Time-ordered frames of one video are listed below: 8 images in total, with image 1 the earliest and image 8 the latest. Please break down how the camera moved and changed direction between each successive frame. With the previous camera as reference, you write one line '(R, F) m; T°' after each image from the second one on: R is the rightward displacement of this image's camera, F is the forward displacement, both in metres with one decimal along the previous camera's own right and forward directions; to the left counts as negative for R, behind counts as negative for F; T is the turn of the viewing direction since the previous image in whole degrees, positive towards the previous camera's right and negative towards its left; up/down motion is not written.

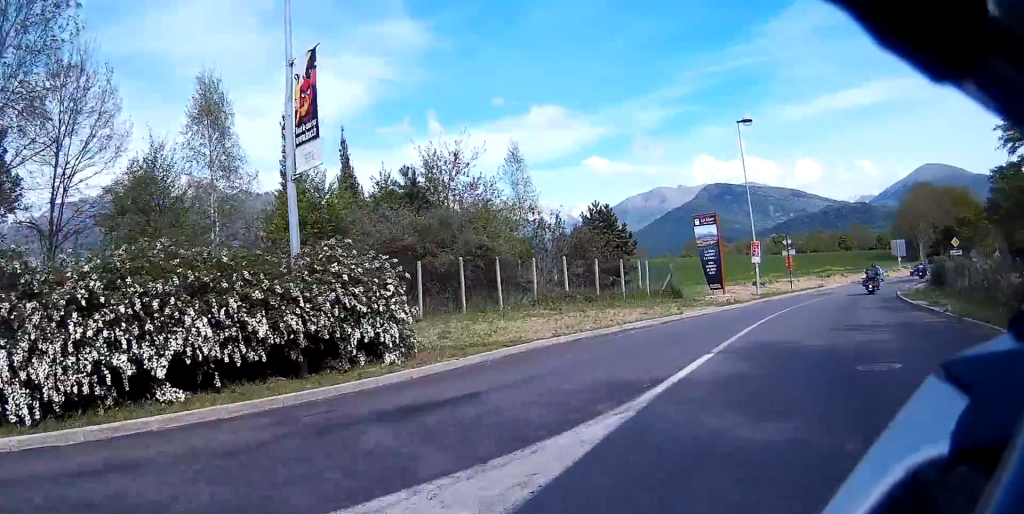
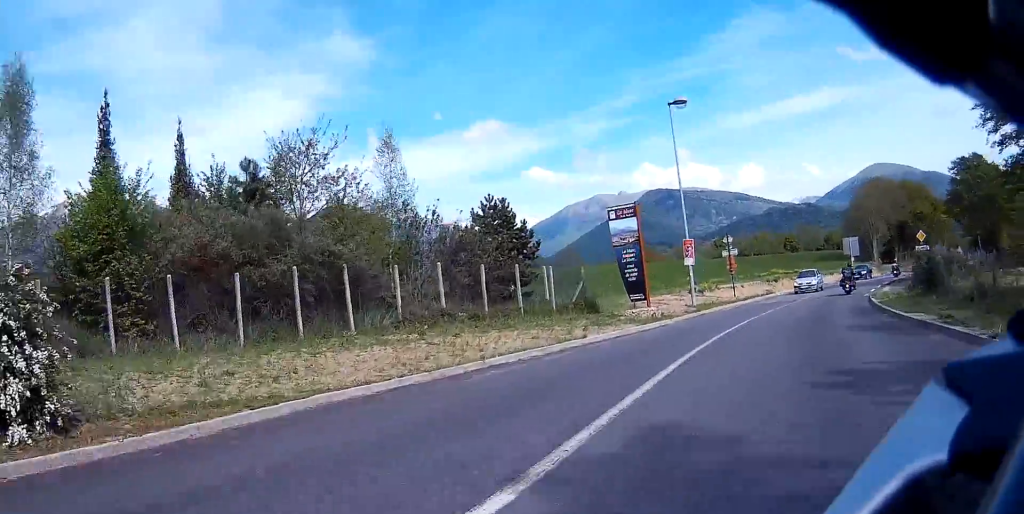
(0.0, +6.7) m; +3°
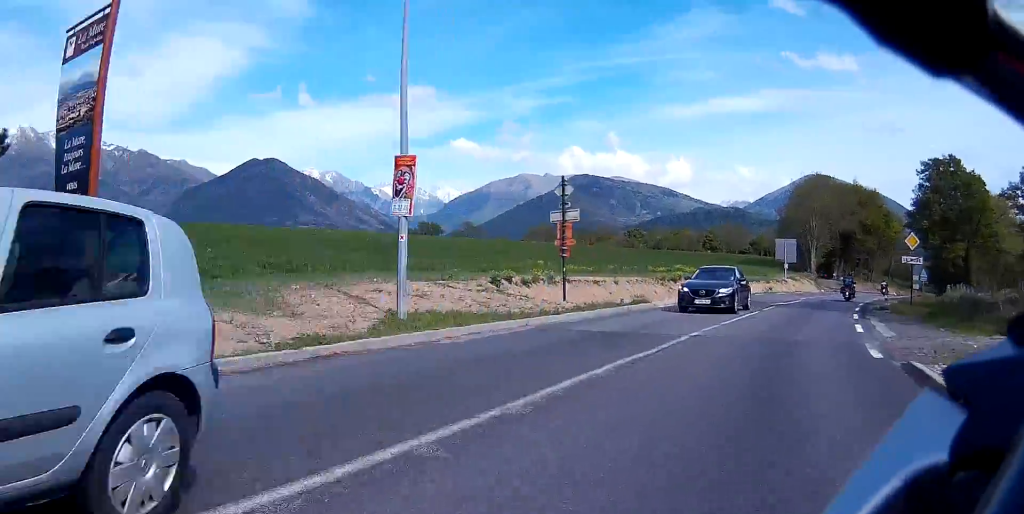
(+1.6, +22.3) m; +9°
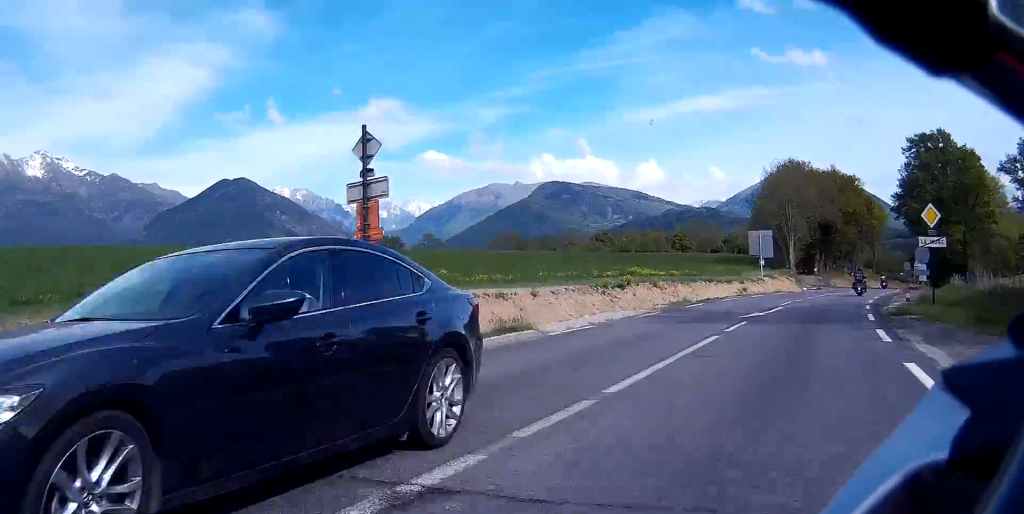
(+0.5, +10.4) m; +4°
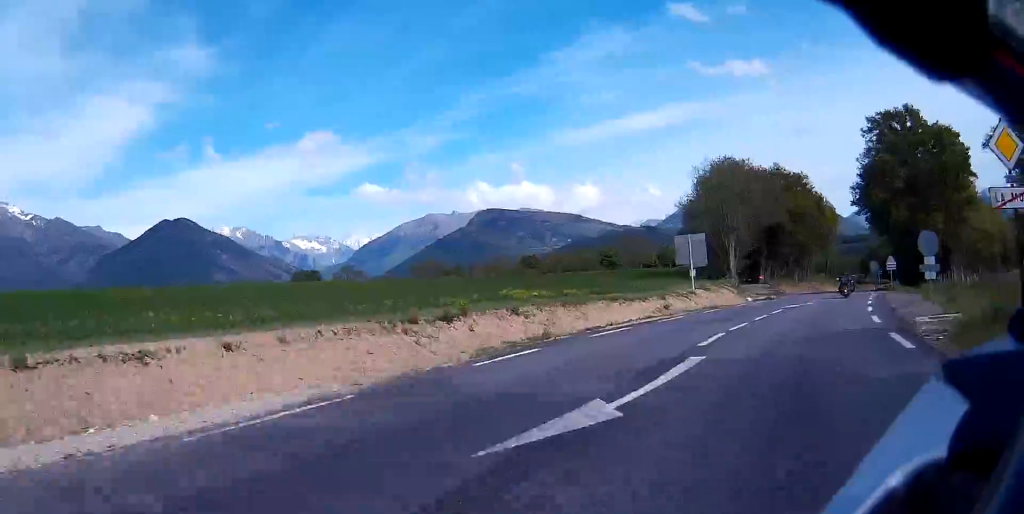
(+0.7, +15.7) m; +3°
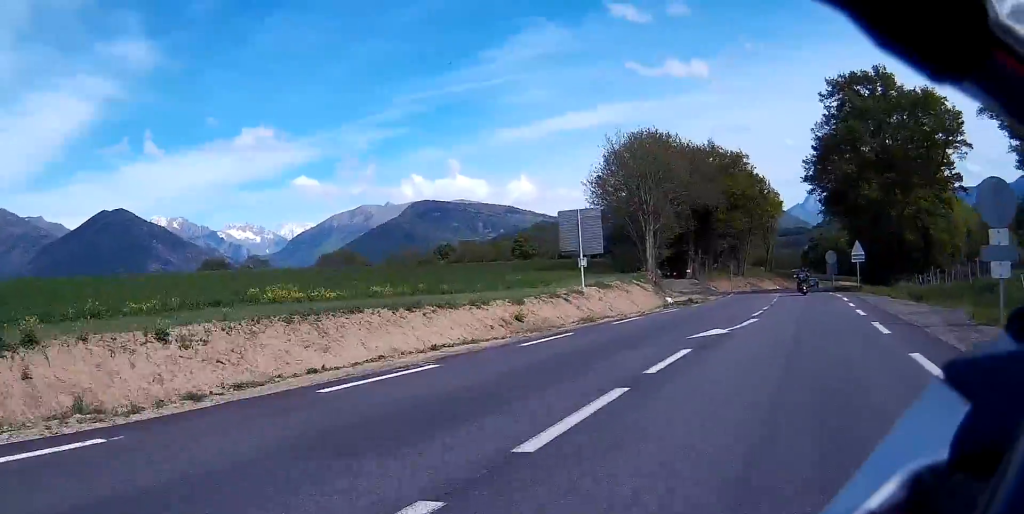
(0.0, +16.1) m; +1°
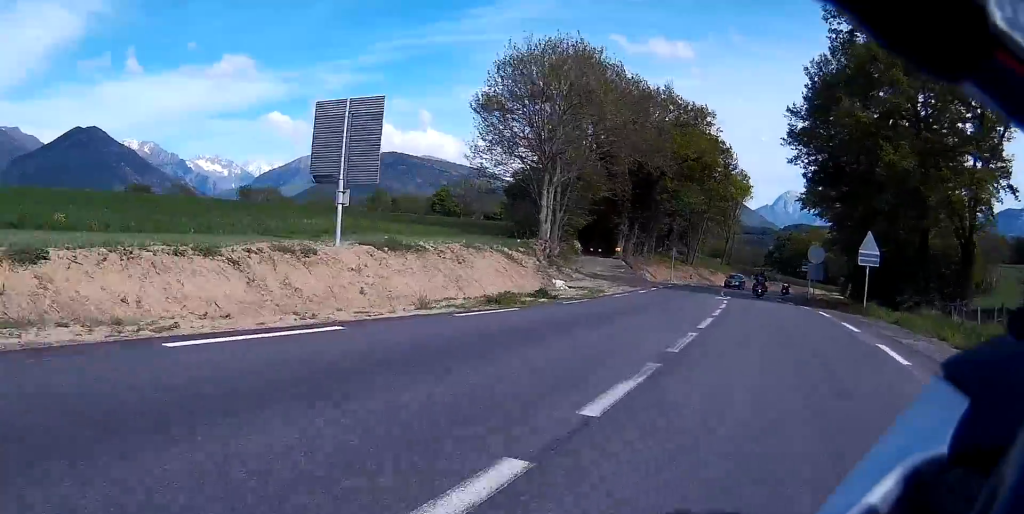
(+0.8, +21.5) m; +4°
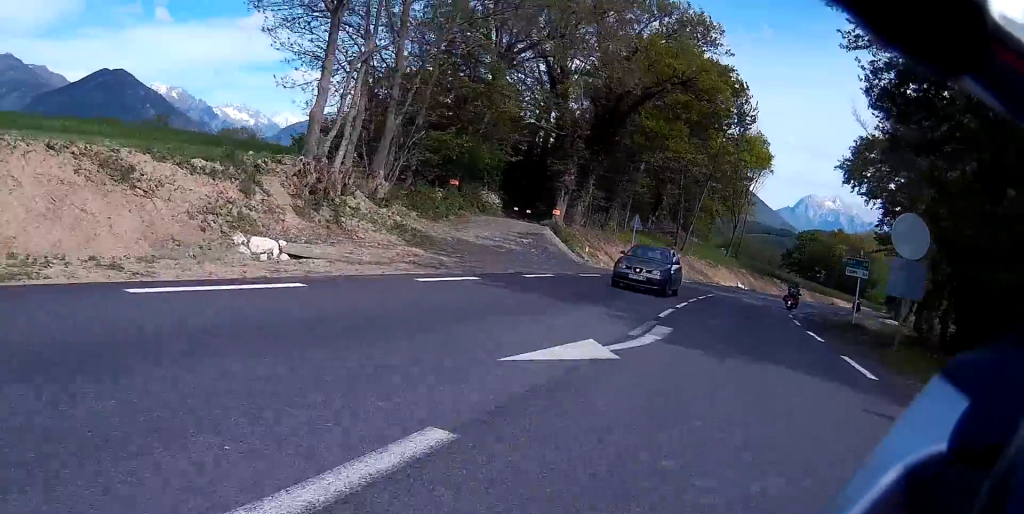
(+0.6, +26.2) m; +4°
